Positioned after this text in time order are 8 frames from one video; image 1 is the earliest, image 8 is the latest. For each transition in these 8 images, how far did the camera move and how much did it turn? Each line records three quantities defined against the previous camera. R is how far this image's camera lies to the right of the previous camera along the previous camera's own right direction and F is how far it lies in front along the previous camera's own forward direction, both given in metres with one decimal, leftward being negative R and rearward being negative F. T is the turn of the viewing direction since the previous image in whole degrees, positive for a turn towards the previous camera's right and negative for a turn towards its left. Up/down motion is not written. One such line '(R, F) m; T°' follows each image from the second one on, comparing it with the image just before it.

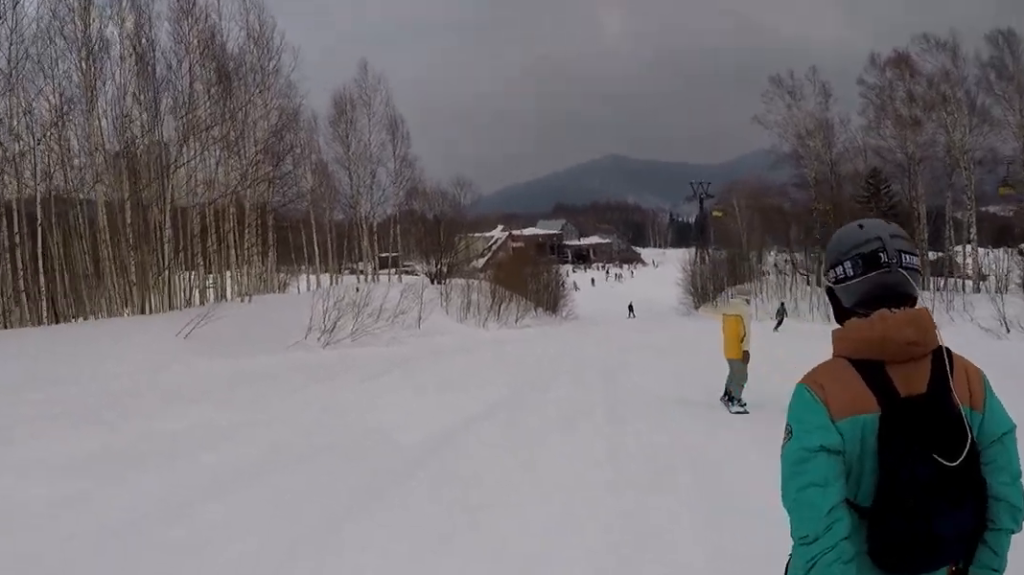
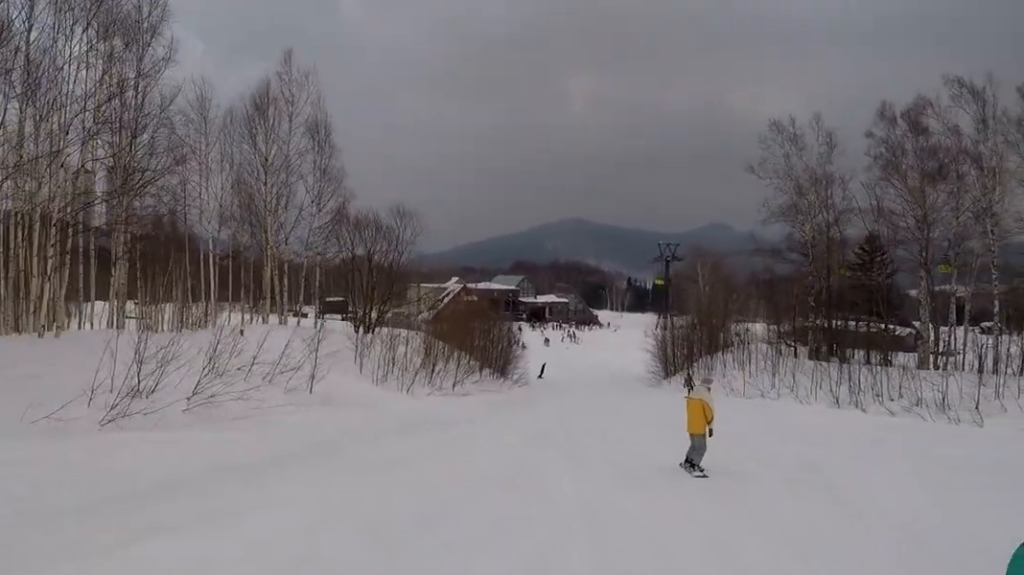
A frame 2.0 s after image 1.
(+1.2, +9.5) m; +6°
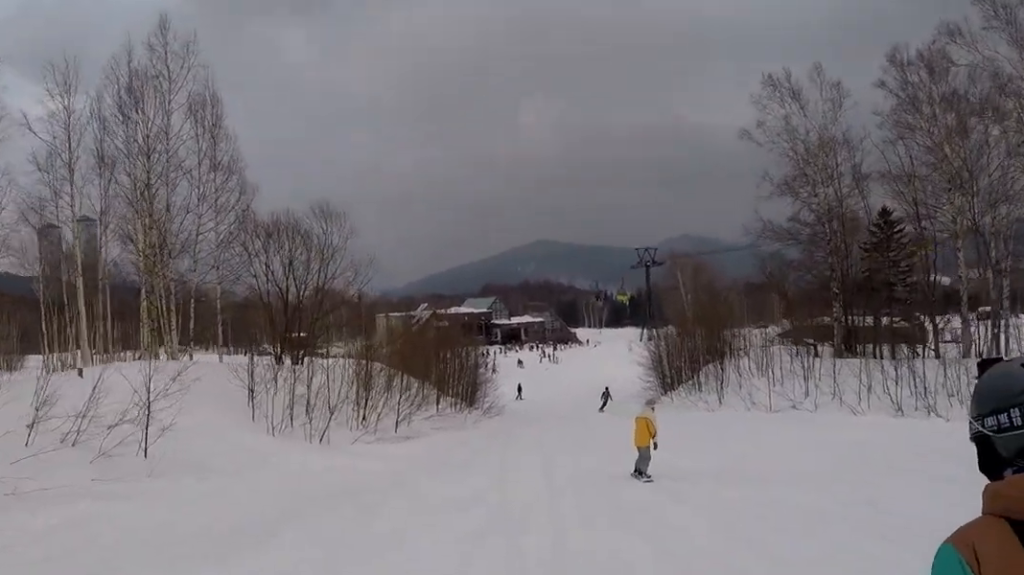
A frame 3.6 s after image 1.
(-1.1, +9.2) m; -2°
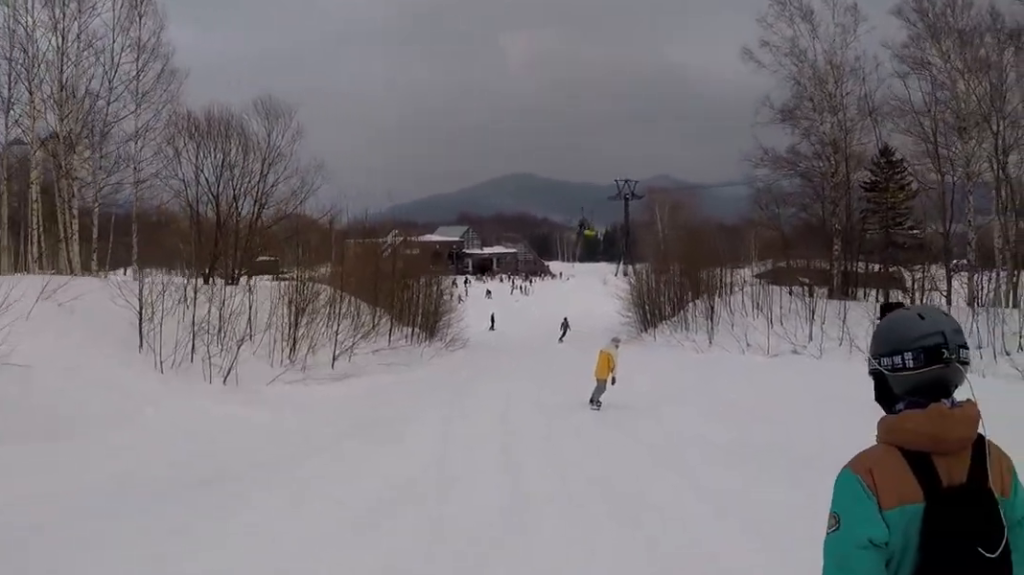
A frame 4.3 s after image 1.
(+0.3, +4.8) m; +5°
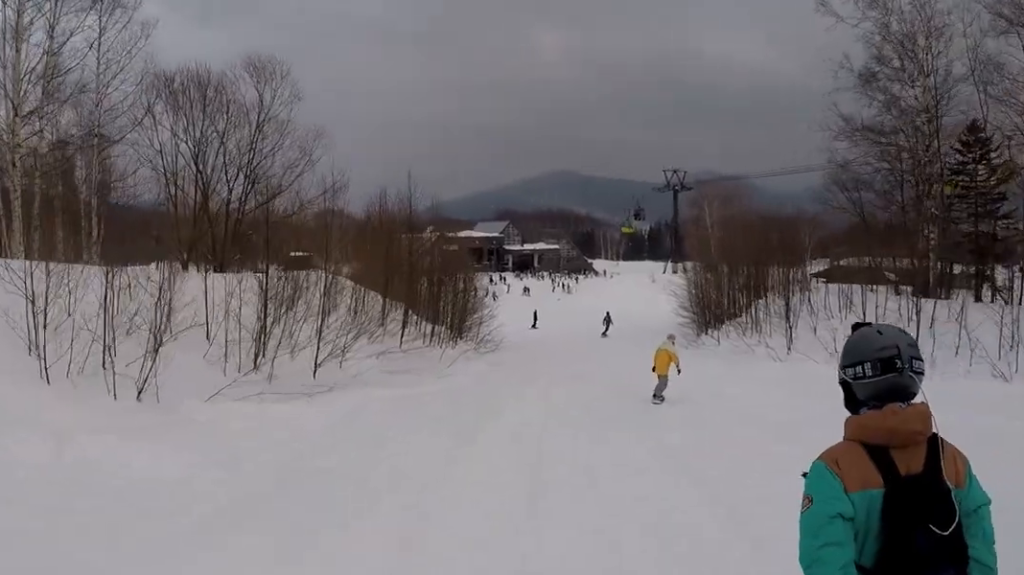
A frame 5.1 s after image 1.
(+0.4, +5.3) m; +2°
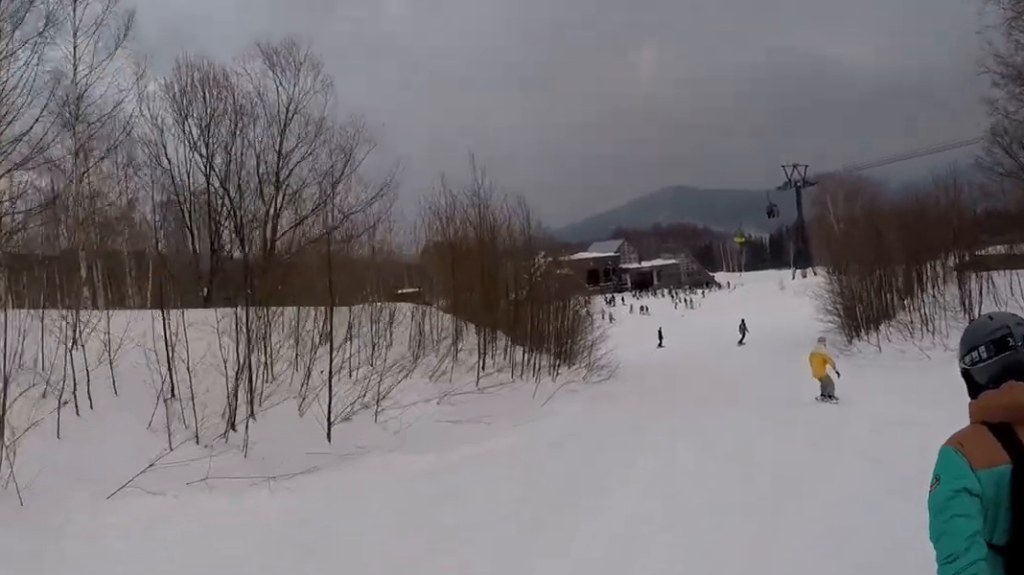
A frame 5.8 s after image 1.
(+0.1, +5.4) m; -5°
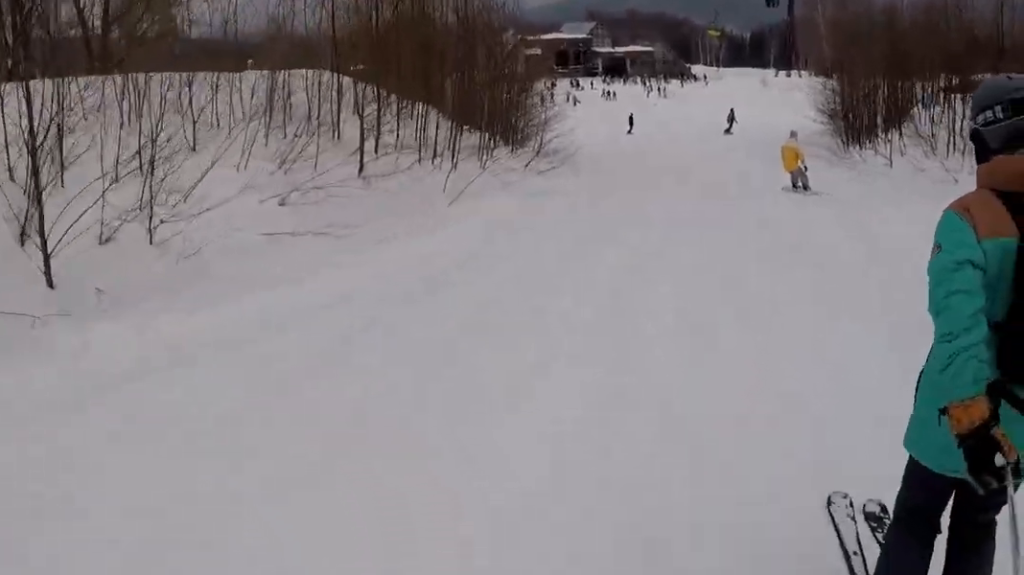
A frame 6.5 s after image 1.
(-0.5, +5.0) m; -1°
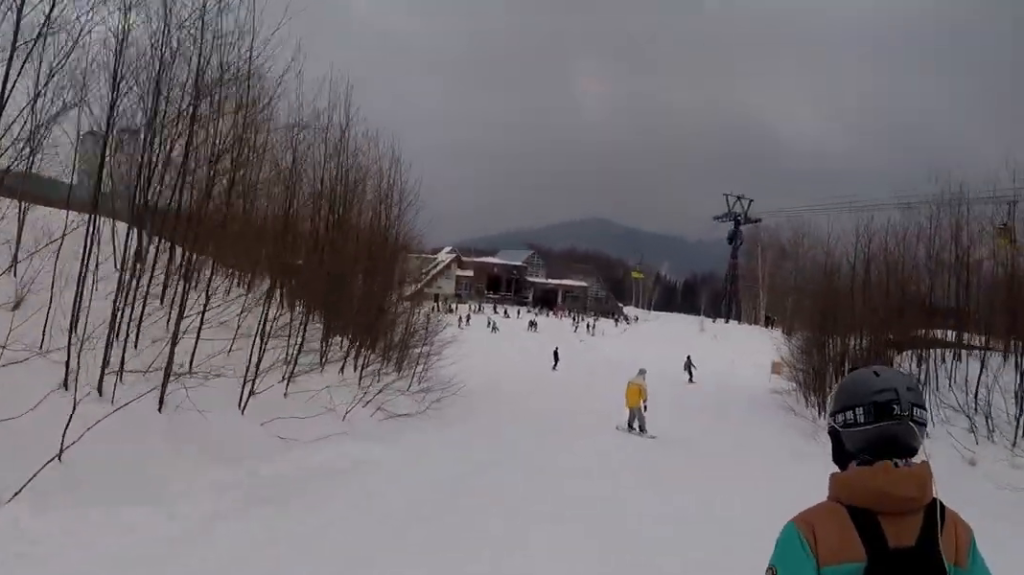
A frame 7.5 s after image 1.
(0.0, +8.4) m; -1°
